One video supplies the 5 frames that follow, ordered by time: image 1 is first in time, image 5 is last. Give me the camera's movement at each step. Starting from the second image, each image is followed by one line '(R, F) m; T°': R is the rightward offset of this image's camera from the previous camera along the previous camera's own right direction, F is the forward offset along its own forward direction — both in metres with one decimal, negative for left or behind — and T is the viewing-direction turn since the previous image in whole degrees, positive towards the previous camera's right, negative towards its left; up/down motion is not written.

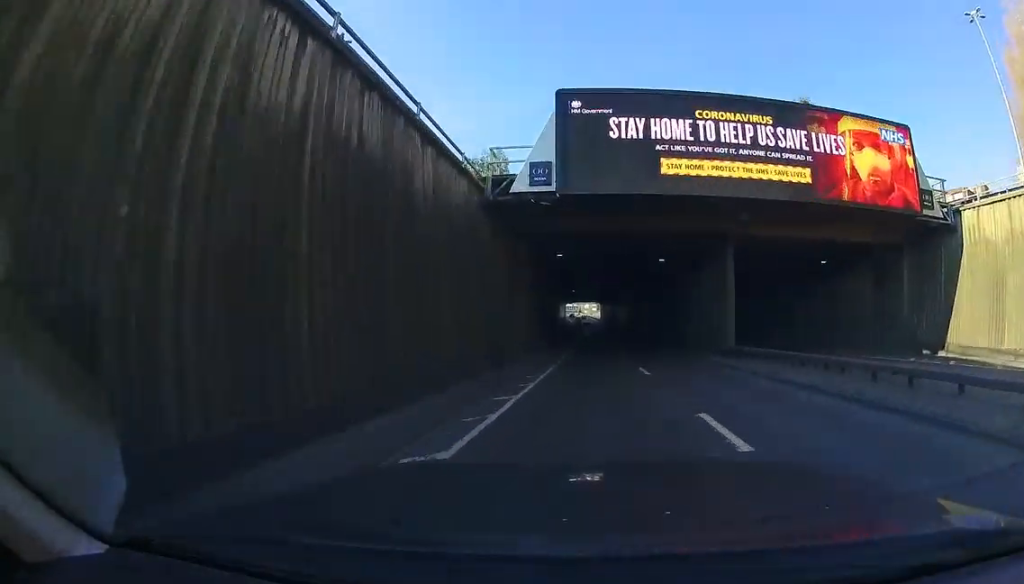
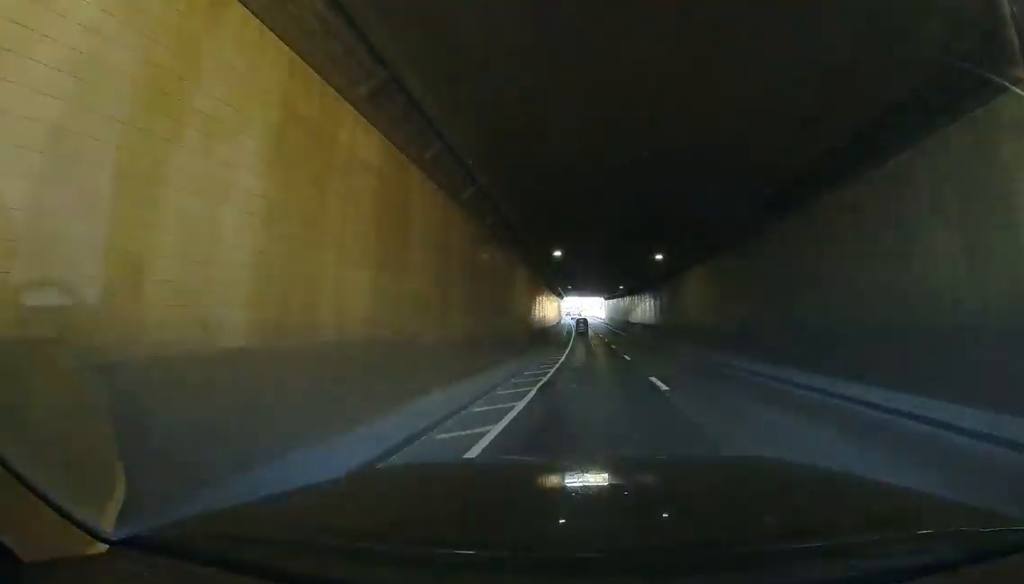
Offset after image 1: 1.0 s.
(+0.1, +19.7) m; 0°
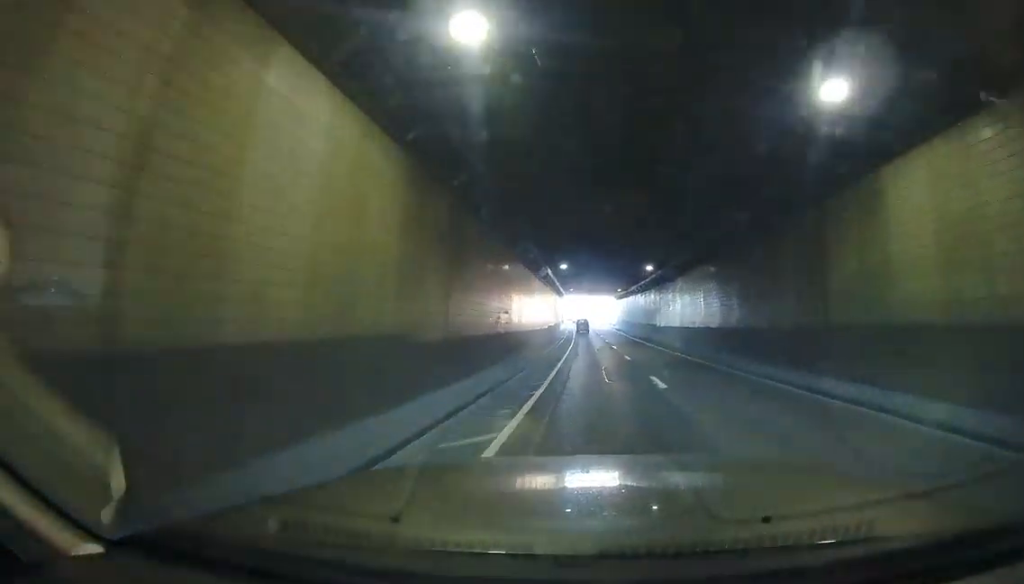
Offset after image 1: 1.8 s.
(-0.2, +15.7) m; 0°
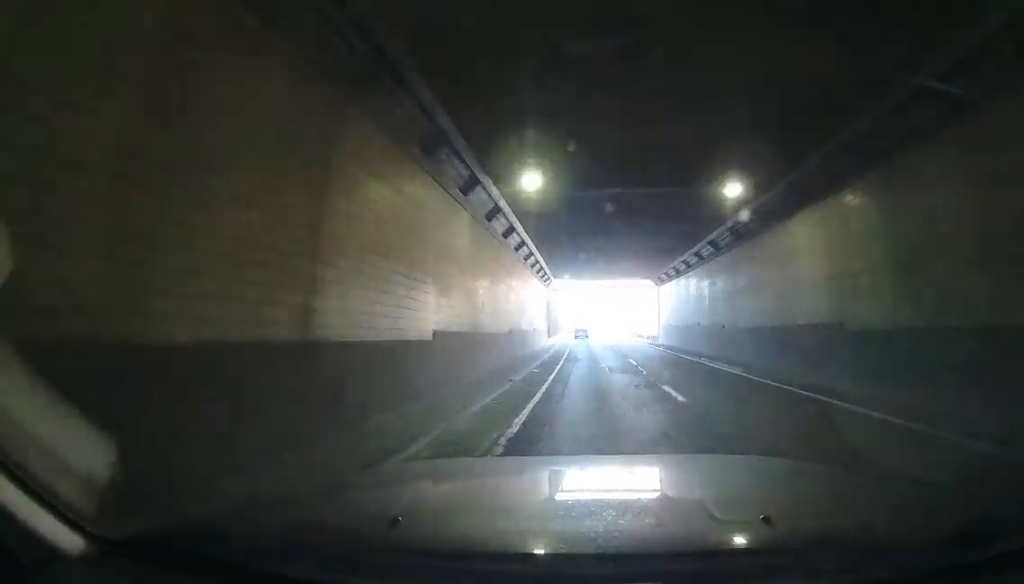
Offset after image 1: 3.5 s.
(0.0, +33.3) m; -3°
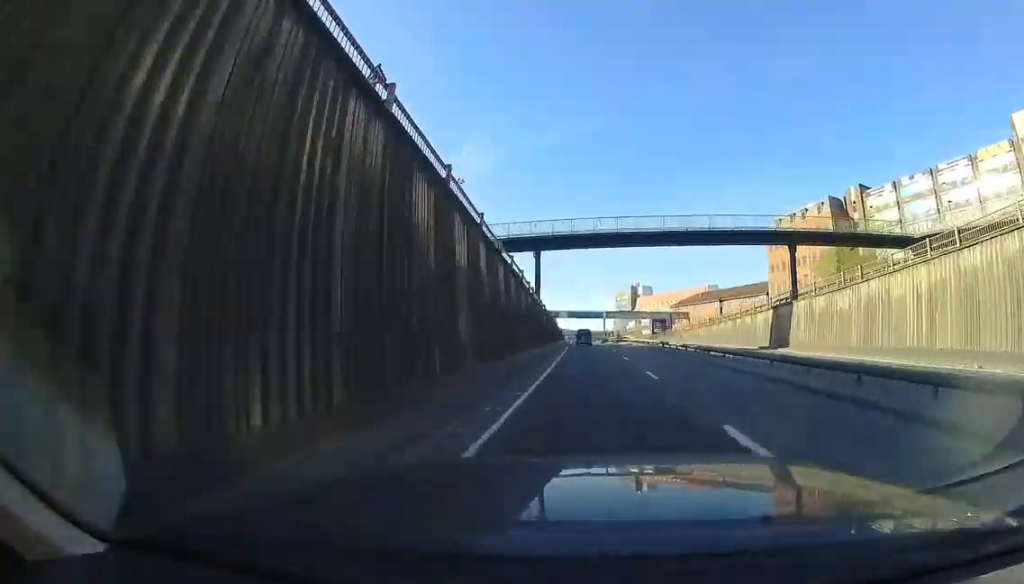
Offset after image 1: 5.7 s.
(-3.4, +43.5) m; -4°
